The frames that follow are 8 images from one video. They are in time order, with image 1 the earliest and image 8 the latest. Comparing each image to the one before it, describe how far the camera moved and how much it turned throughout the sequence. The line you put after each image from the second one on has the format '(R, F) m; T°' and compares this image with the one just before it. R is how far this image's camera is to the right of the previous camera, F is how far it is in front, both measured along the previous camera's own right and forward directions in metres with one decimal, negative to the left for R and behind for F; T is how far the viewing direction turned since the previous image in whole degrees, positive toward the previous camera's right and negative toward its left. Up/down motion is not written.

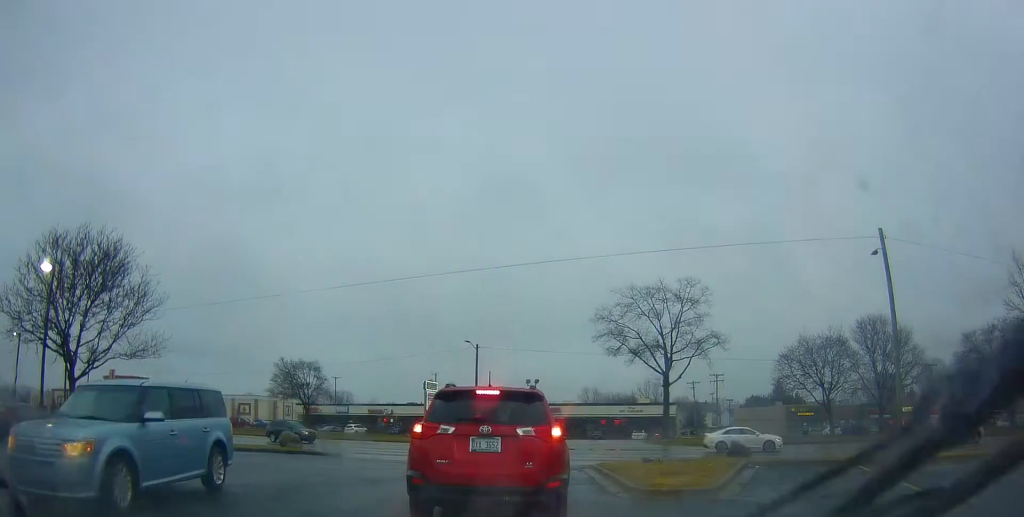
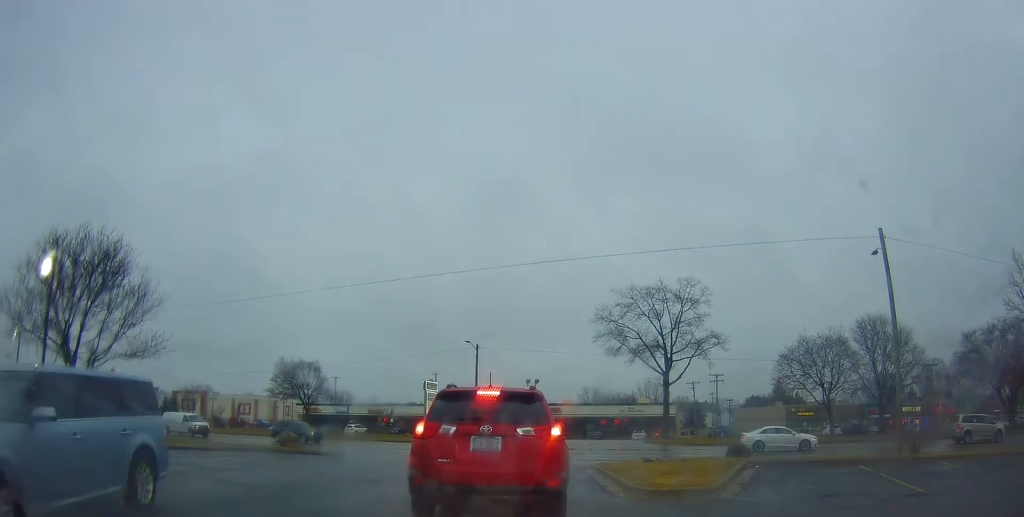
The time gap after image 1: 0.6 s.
(0.0, 0.0) m; 0°
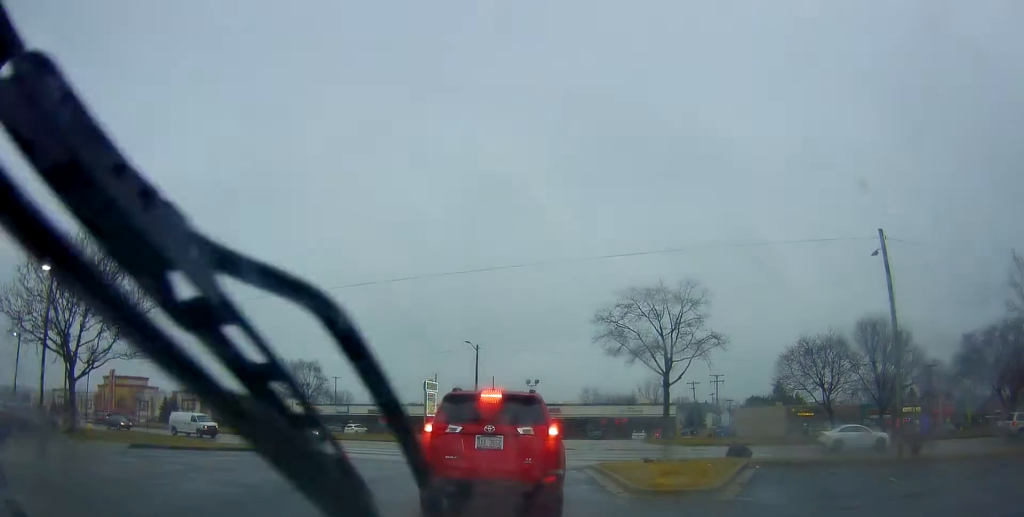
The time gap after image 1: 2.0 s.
(0.0, 0.0) m; 0°
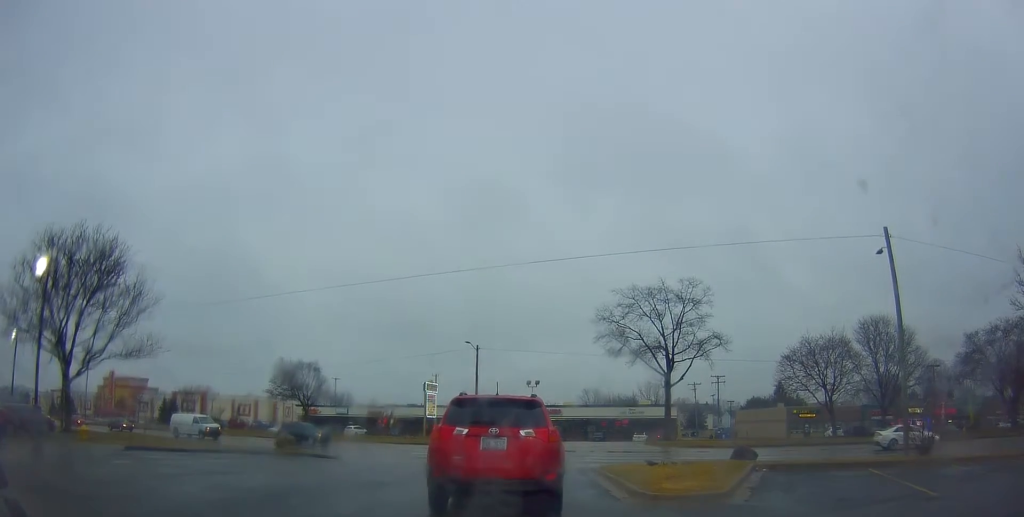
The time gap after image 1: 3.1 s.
(-0.3, 0.0) m; 0°
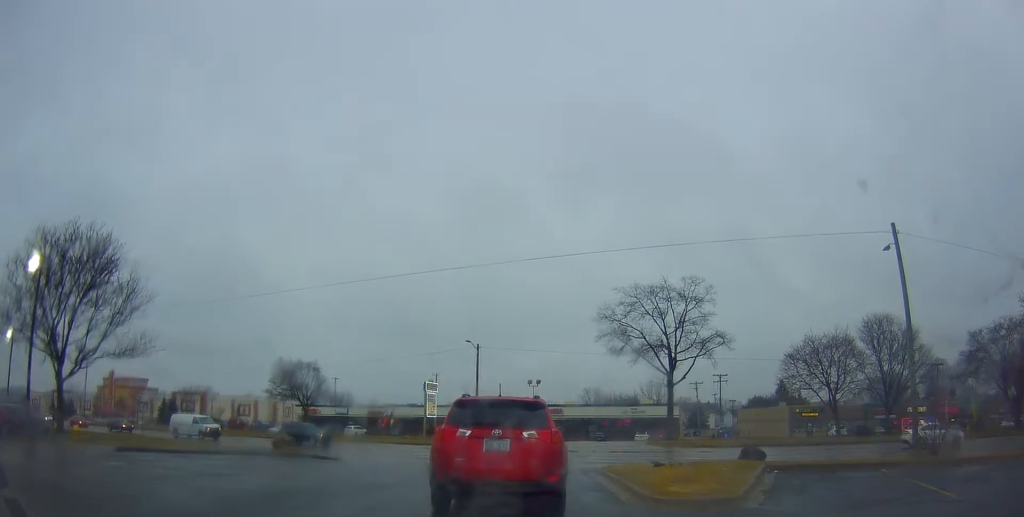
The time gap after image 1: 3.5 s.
(-0.1, +0.2) m; 0°
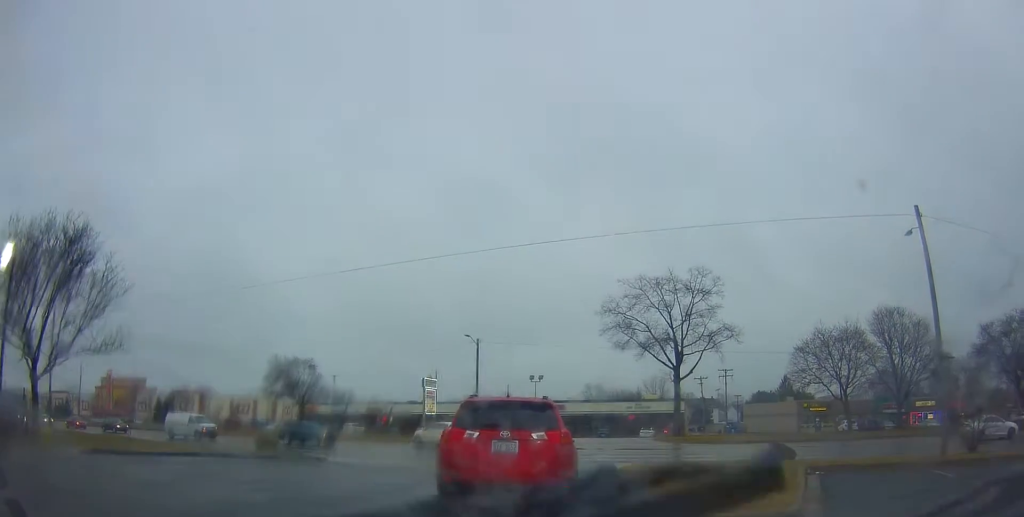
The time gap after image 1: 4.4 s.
(-0.1, +0.9) m; 0°
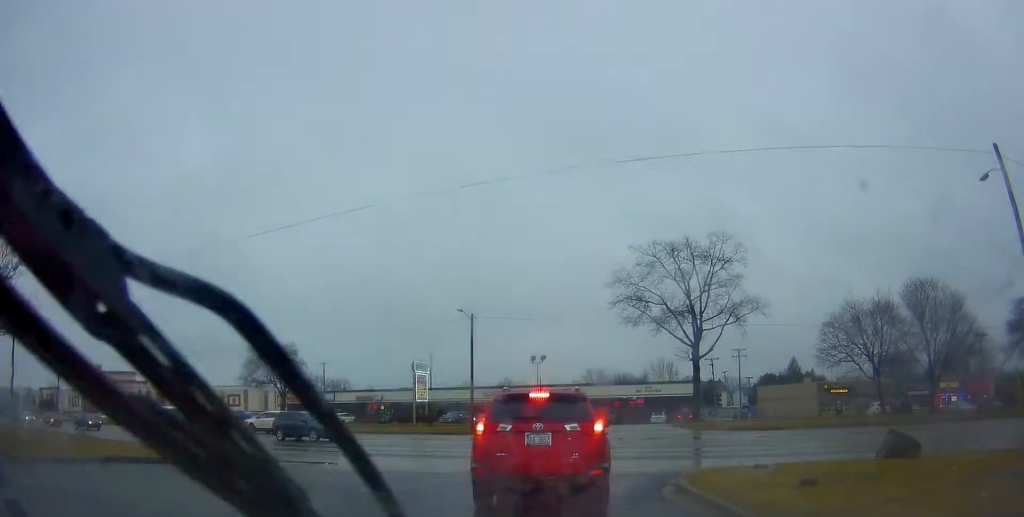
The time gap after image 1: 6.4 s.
(0.0, +4.7) m; +1°
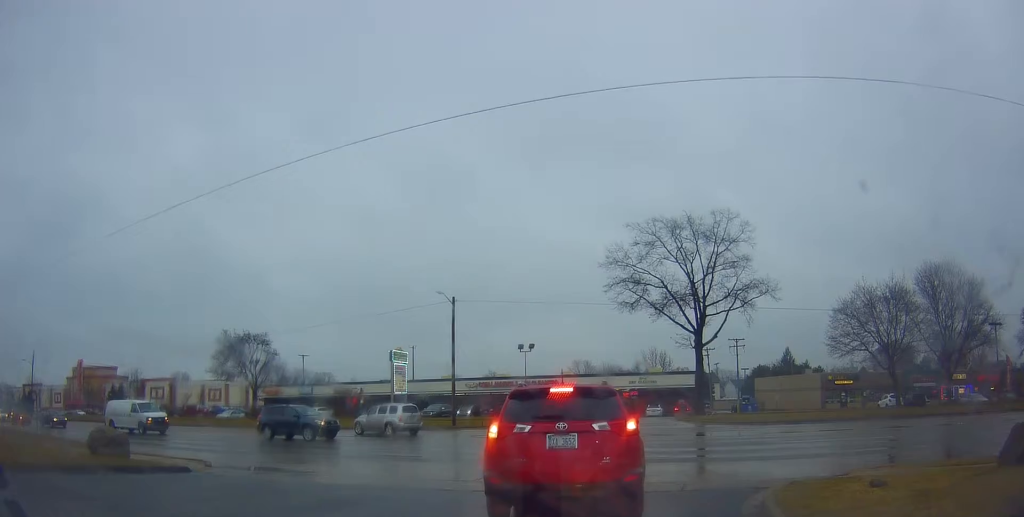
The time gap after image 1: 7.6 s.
(+0.3, +4.1) m; +8°
